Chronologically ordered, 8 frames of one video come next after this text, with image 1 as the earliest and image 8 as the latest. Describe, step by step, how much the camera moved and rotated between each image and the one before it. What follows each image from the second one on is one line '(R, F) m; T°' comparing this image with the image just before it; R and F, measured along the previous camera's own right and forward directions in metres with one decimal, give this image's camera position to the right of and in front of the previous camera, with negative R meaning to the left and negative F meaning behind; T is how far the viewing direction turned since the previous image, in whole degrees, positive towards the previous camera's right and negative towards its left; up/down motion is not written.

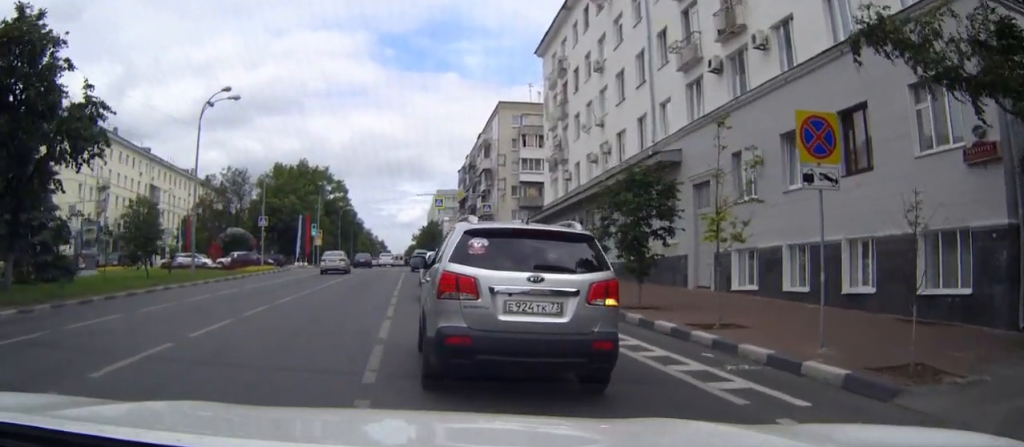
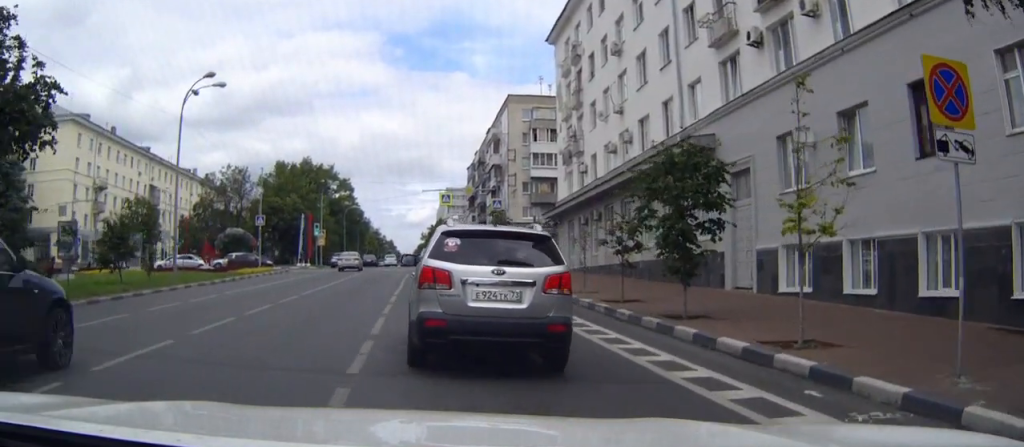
(-0.1, +3.5) m; -1°
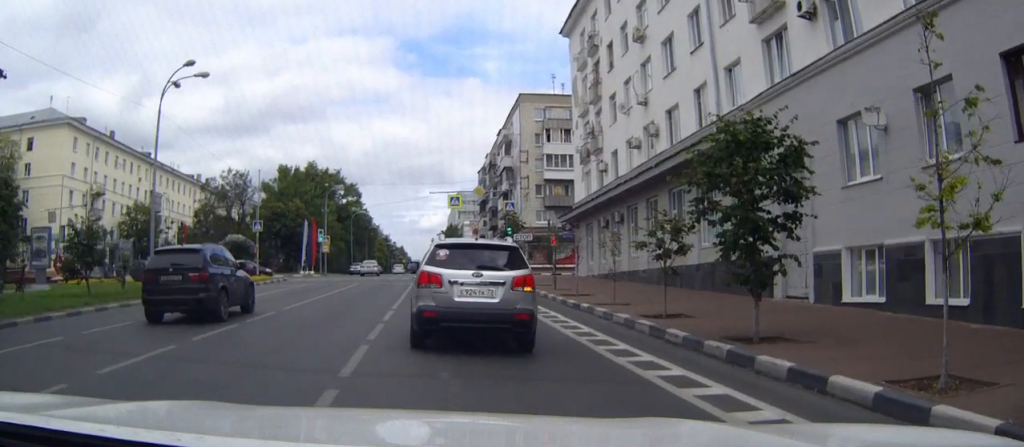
(0.0, +3.9) m; -2°
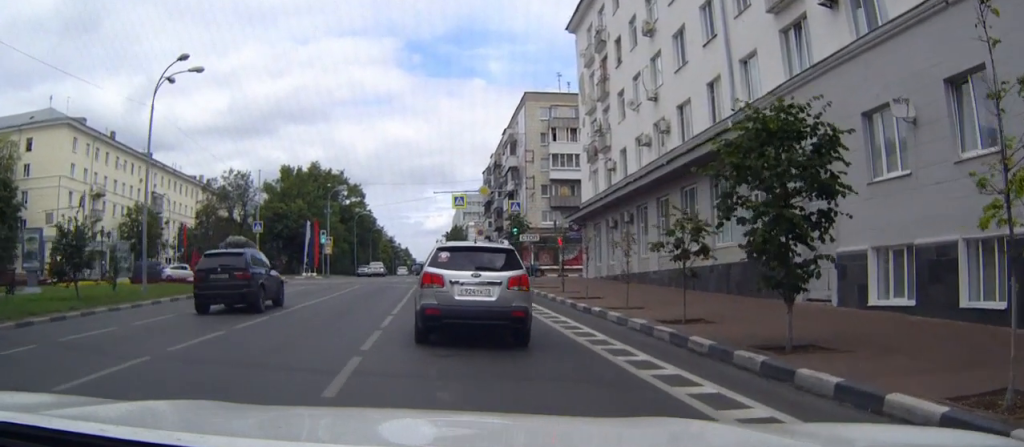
(0.0, +1.2) m; 0°
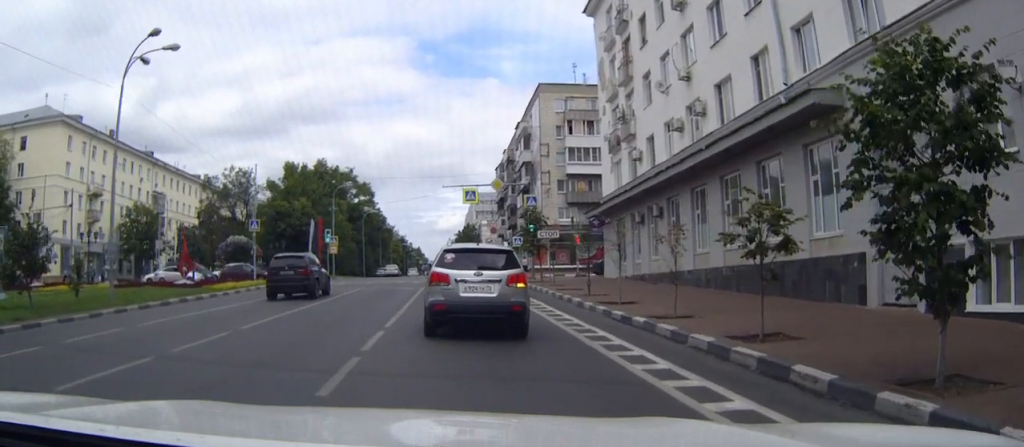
(0.0, +3.4) m; +2°
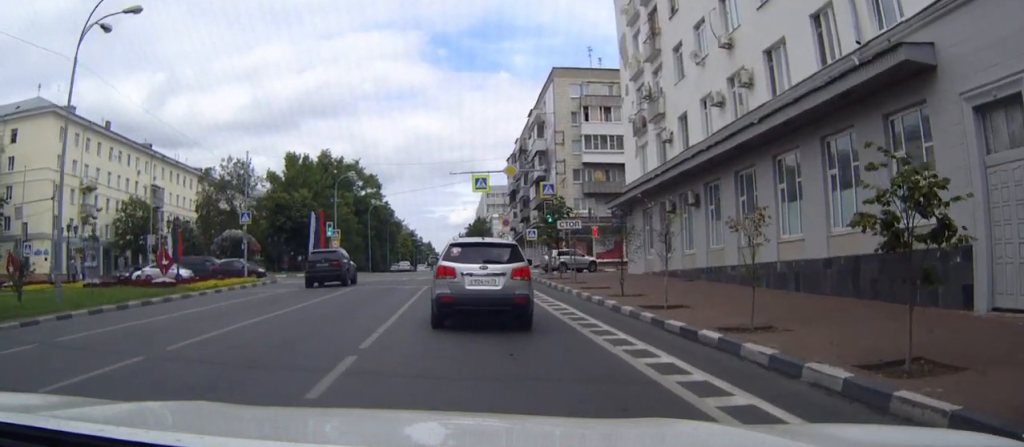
(+0.1, +3.8) m; +1°
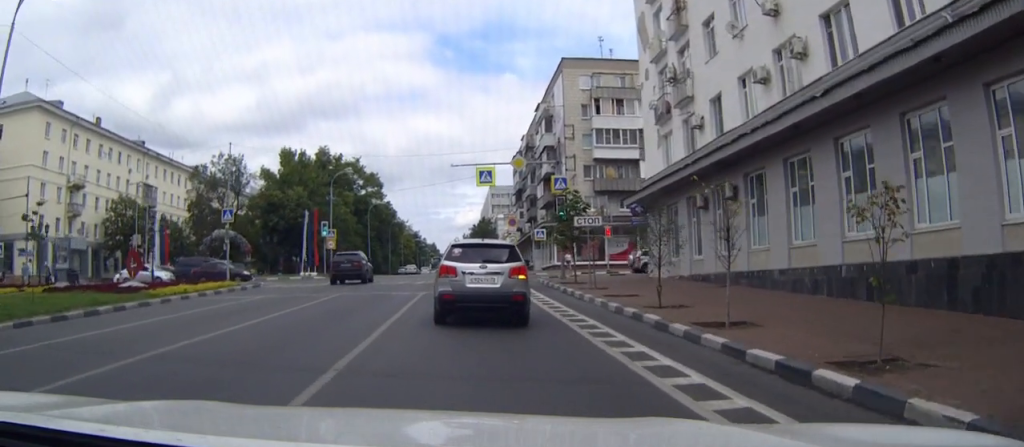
(-0.1, +4.4) m; -1°
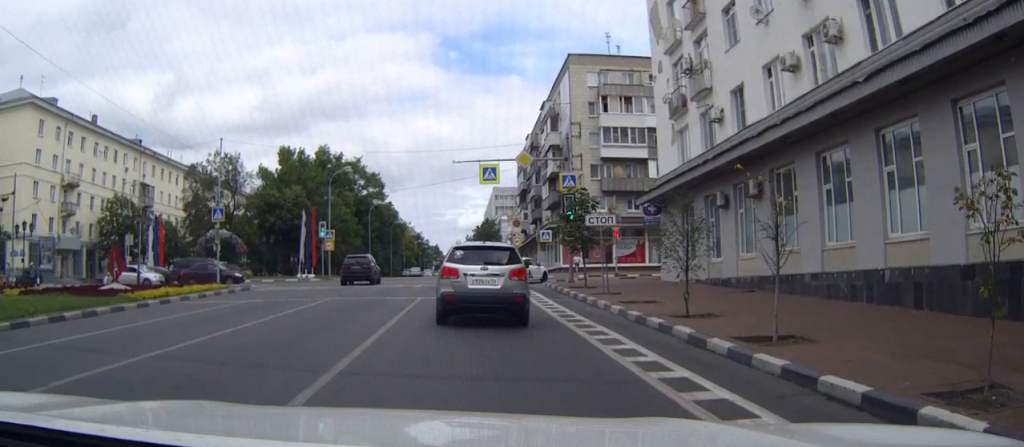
(-0.1, +2.2) m; -1°
